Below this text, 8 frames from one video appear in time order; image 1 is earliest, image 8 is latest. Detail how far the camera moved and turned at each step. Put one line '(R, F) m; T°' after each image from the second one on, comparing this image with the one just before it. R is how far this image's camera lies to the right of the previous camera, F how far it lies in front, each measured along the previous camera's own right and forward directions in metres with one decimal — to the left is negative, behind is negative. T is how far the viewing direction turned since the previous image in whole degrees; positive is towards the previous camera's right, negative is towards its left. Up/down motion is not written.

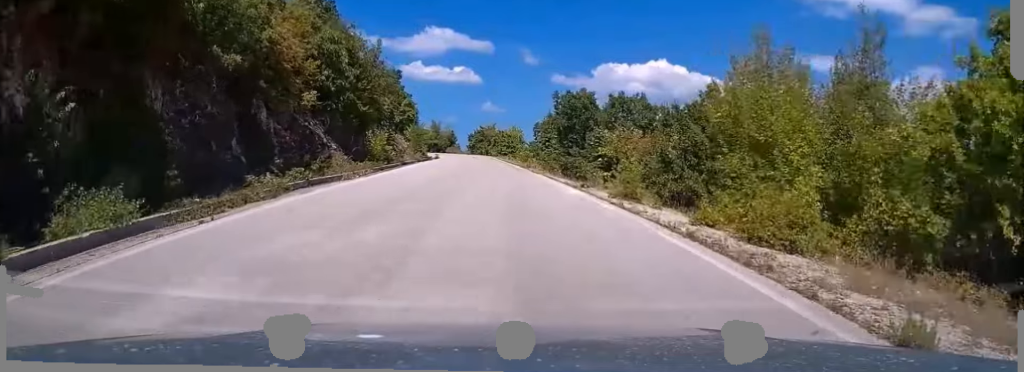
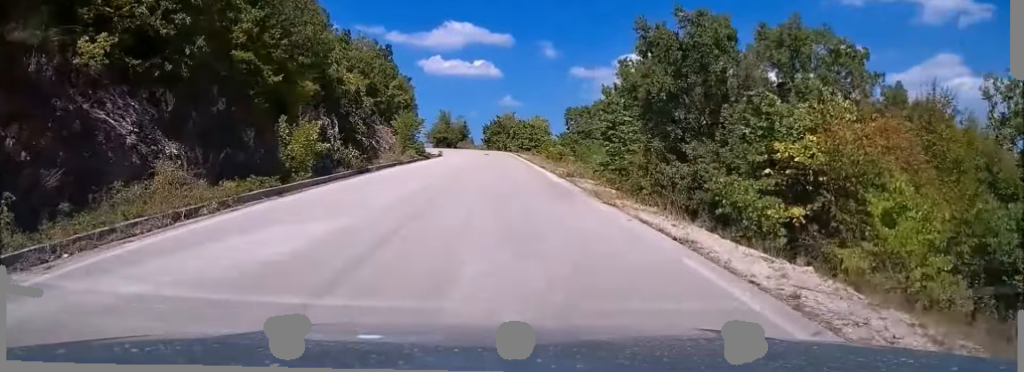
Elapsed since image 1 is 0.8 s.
(-0.2, +19.8) m; -1°
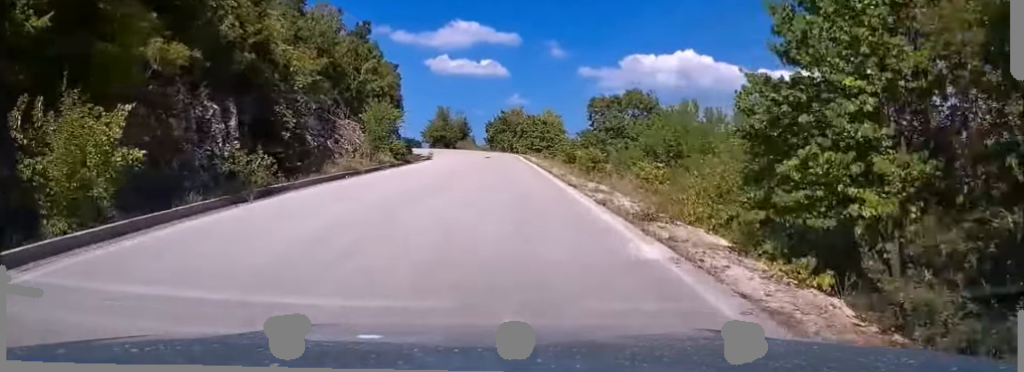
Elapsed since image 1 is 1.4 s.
(0.0, +14.2) m; -1°
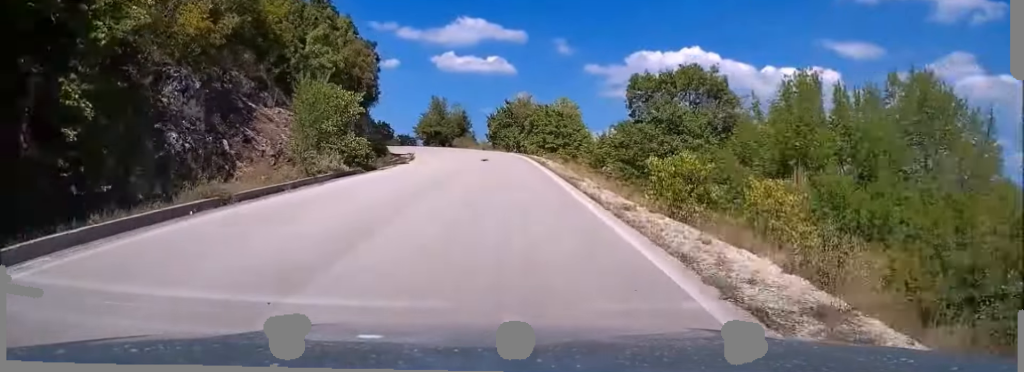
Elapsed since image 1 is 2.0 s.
(-0.2, +14.1) m; -1°
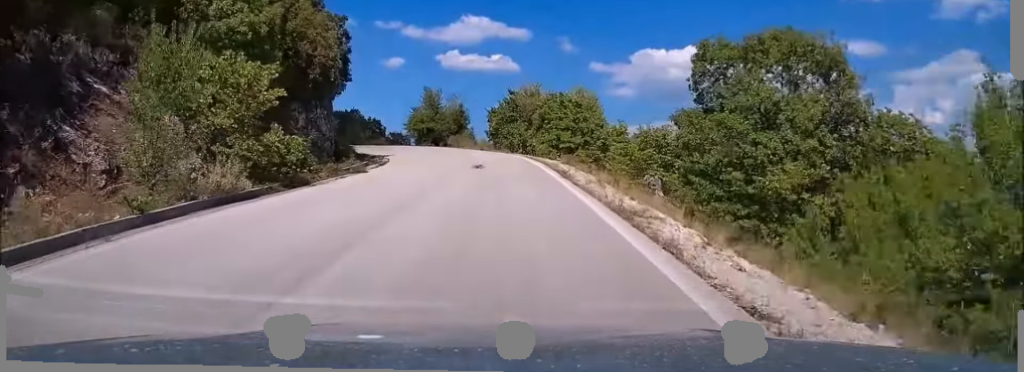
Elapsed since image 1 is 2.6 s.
(-0.1, +12.1) m; -1°
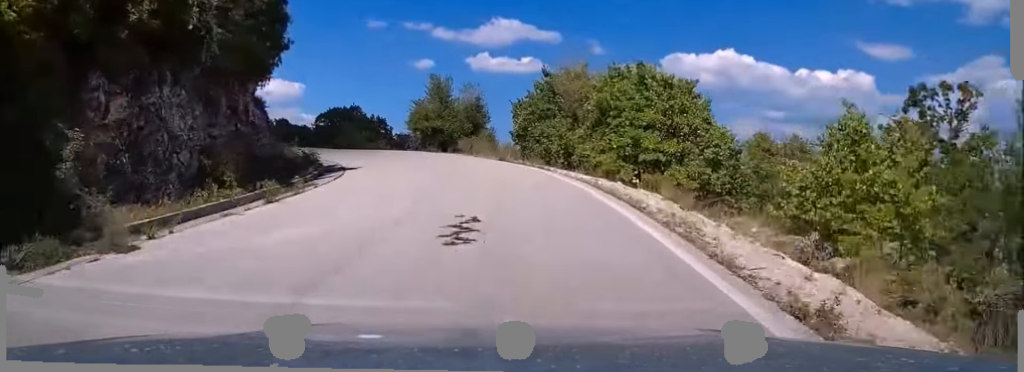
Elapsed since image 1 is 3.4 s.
(-0.3, +18.0) m; -3°
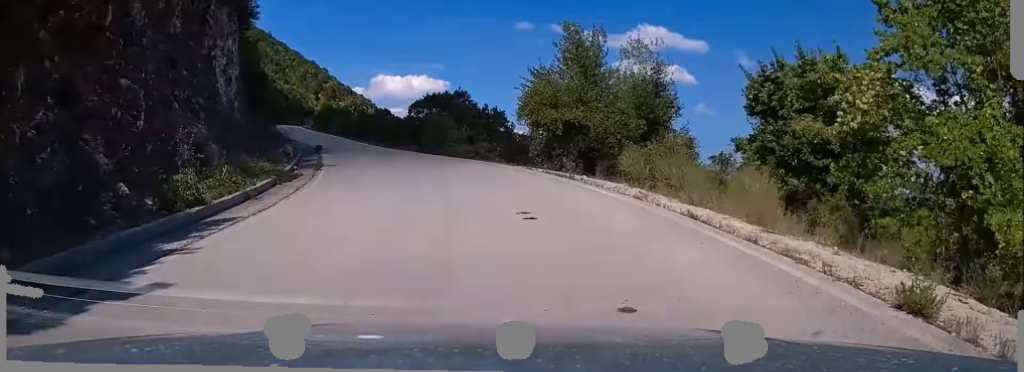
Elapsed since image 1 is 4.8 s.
(-2.7, +26.9) m; -13°
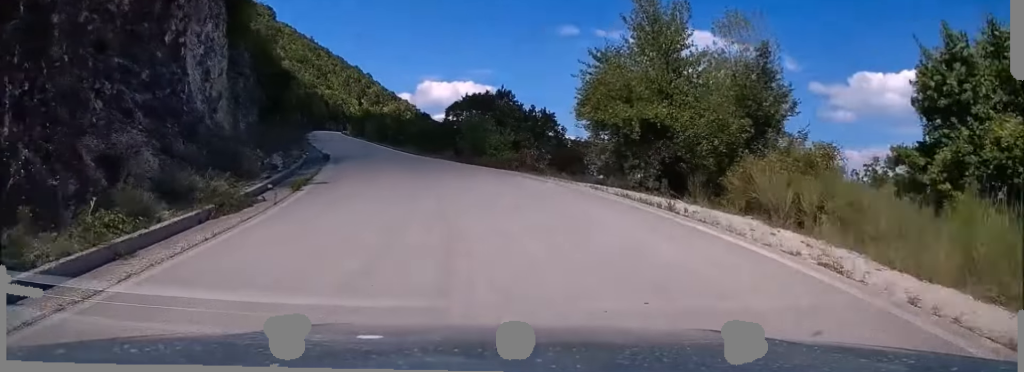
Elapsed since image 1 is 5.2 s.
(0.0, +7.2) m; -5°
